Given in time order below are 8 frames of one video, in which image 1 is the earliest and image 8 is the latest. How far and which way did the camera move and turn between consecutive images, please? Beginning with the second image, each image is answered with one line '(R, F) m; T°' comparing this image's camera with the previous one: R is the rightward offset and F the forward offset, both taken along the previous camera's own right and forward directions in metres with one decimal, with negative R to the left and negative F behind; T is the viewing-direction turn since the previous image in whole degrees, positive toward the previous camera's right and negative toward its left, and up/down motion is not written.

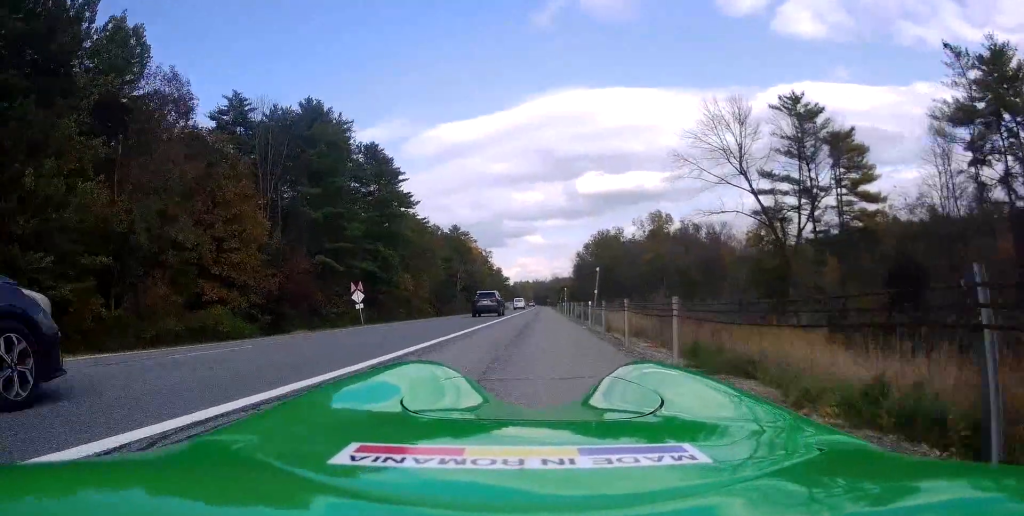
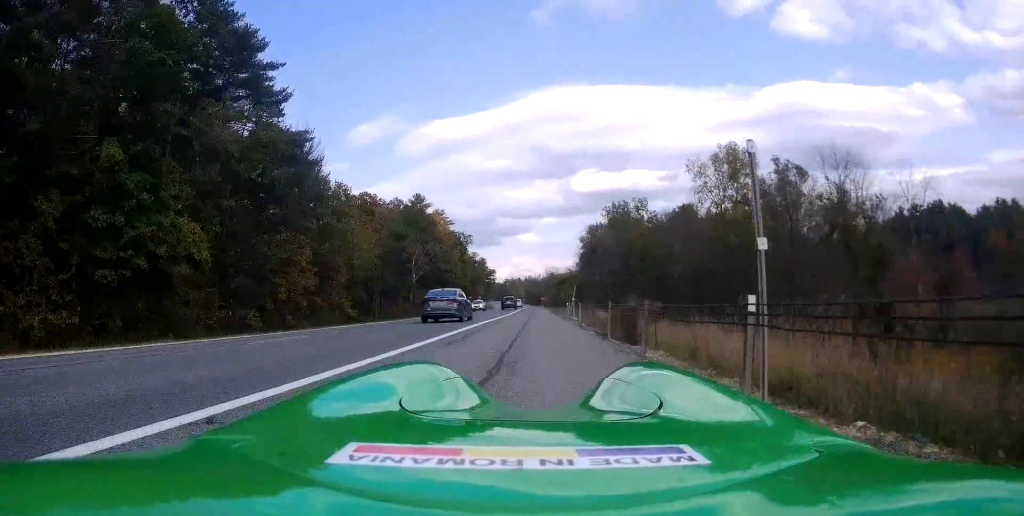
(+0.5, +45.9) m; +1°
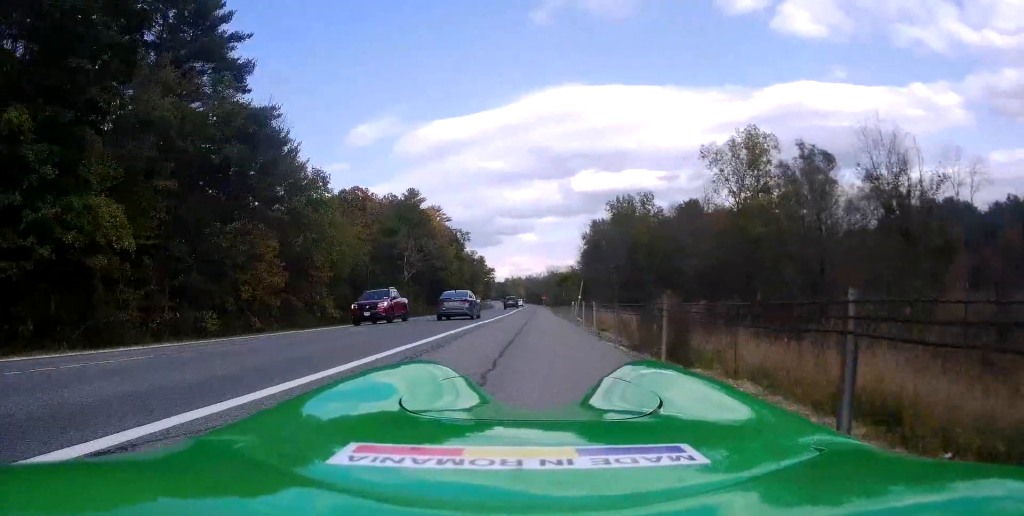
(0.0, +6.2) m; -1°
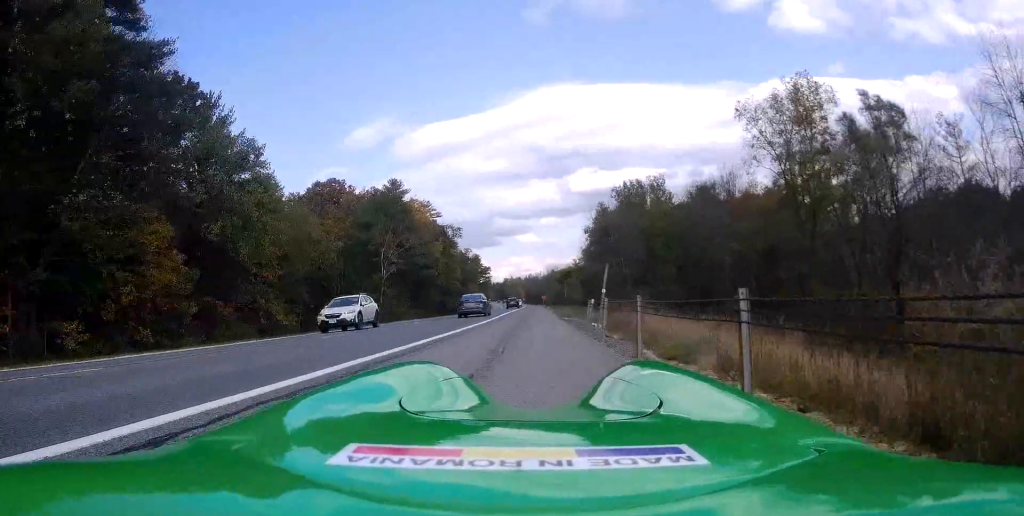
(-0.2, +13.0) m; +1°
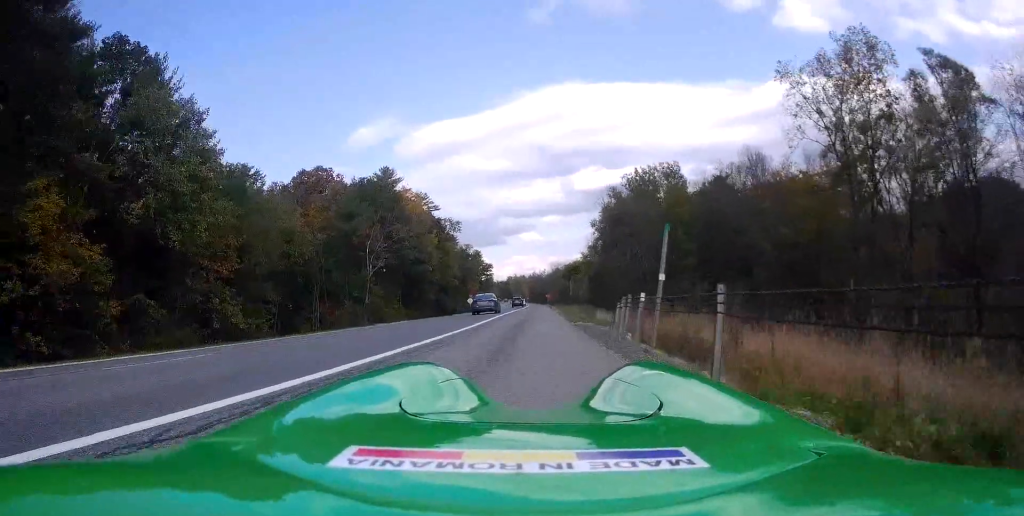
(+0.1, +8.5) m; 0°
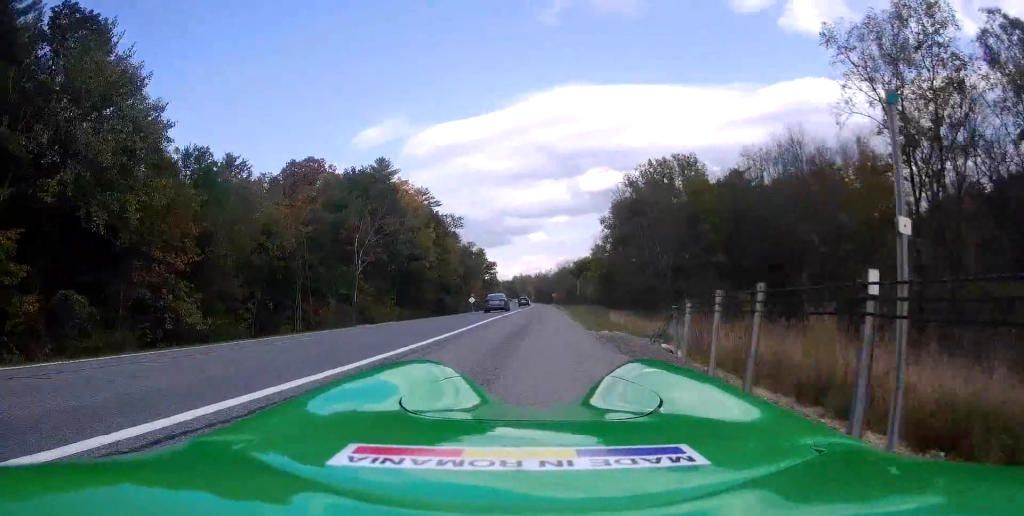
(+0.3, +6.8) m; 0°
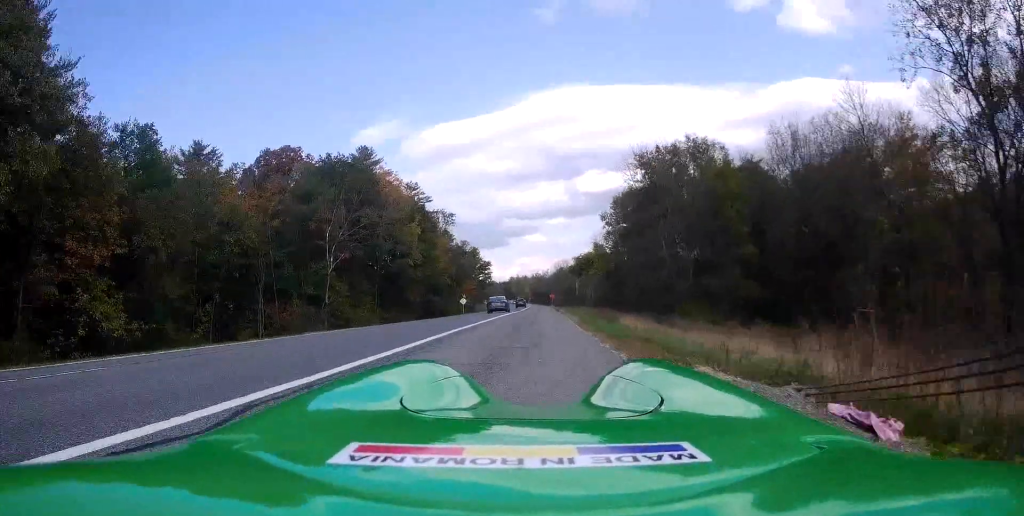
(-0.1, +8.6) m; -1°
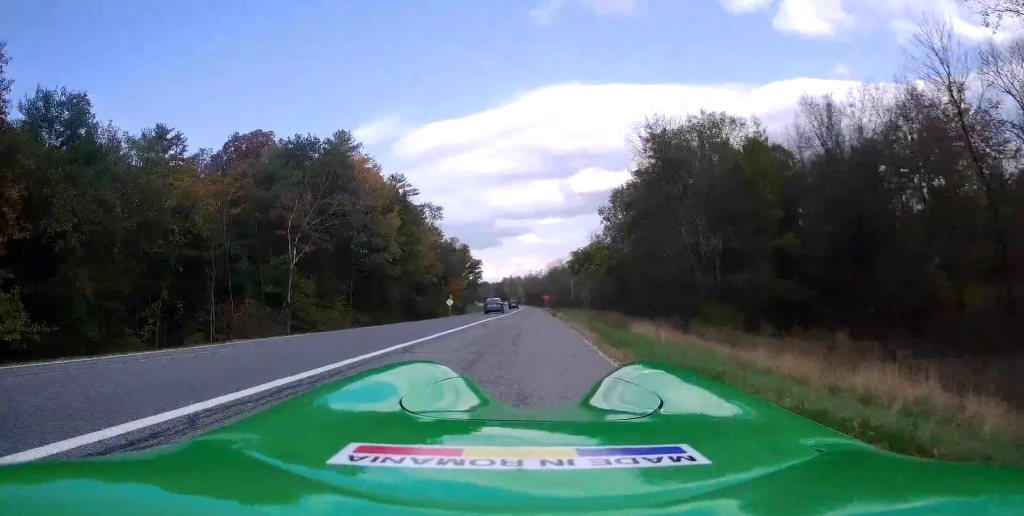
(-0.3, +7.5) m; -1°
